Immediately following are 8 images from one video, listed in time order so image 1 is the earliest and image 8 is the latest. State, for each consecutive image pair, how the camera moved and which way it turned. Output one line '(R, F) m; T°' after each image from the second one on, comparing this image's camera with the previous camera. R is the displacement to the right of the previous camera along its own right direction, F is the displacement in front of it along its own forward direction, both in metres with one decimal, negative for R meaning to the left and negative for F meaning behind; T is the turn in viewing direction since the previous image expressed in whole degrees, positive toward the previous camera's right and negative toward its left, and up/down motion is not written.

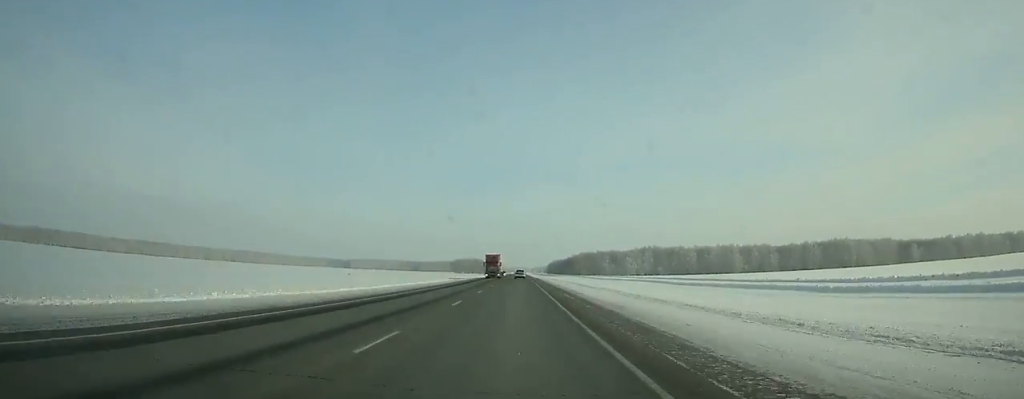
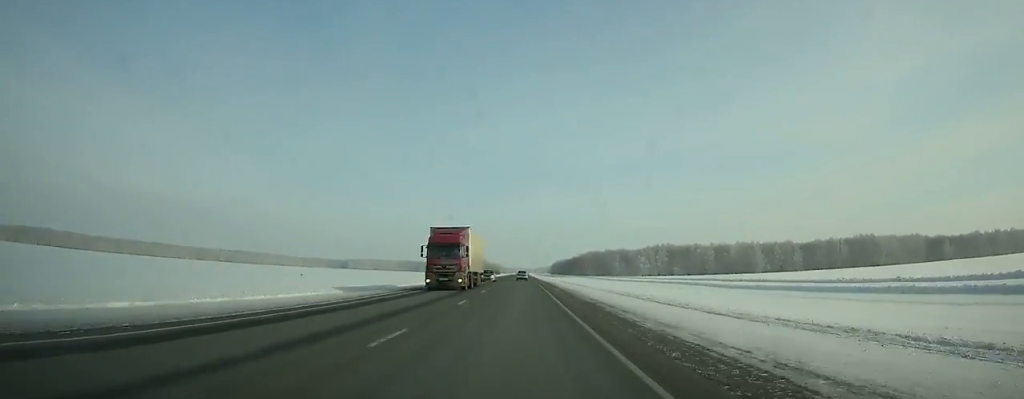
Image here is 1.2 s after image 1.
(0.0, +33.4) m; 0°
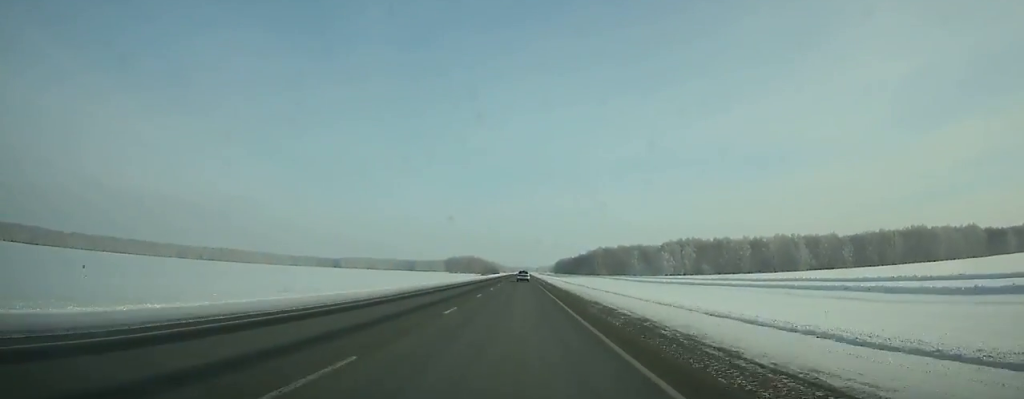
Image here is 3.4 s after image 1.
(-0.1, +62.4) m; 0°
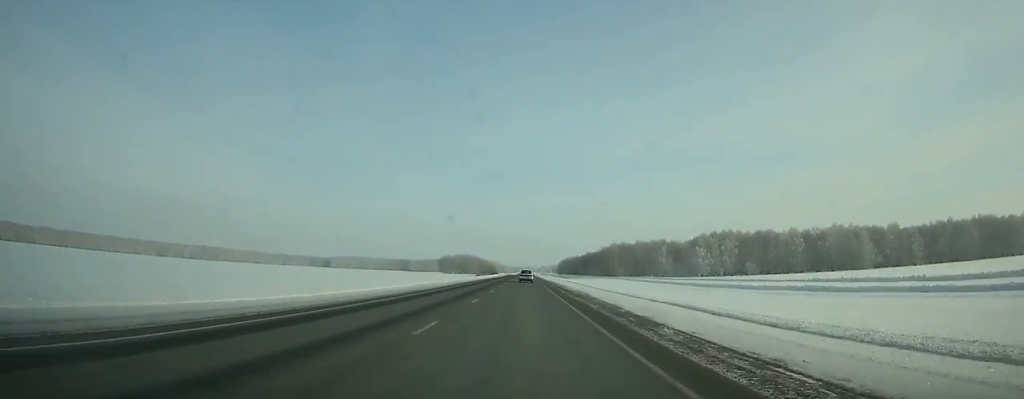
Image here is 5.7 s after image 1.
(+0.1, +66.8) m; 0°
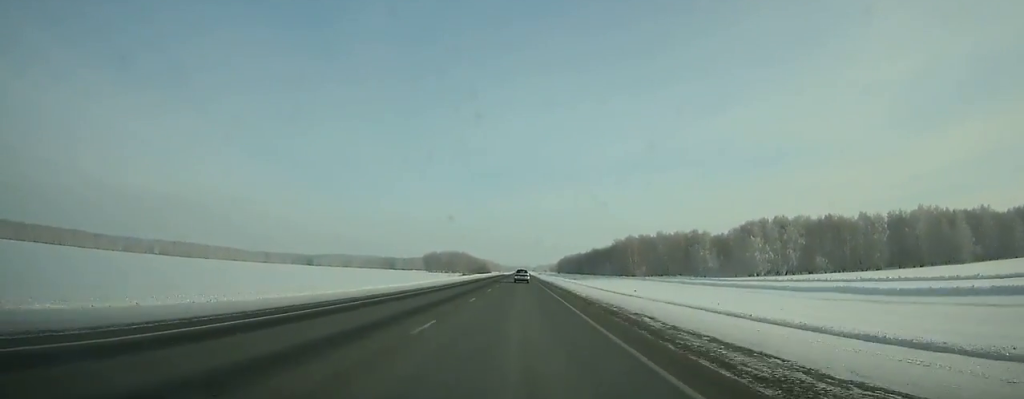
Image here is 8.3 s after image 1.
(0.0, +73.3) m; 0°
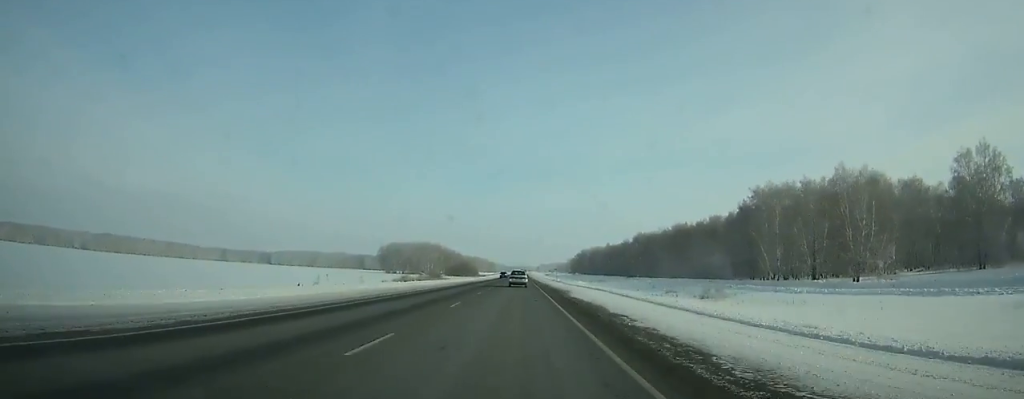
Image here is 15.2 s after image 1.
(-0.4, +187.1) m; 0°
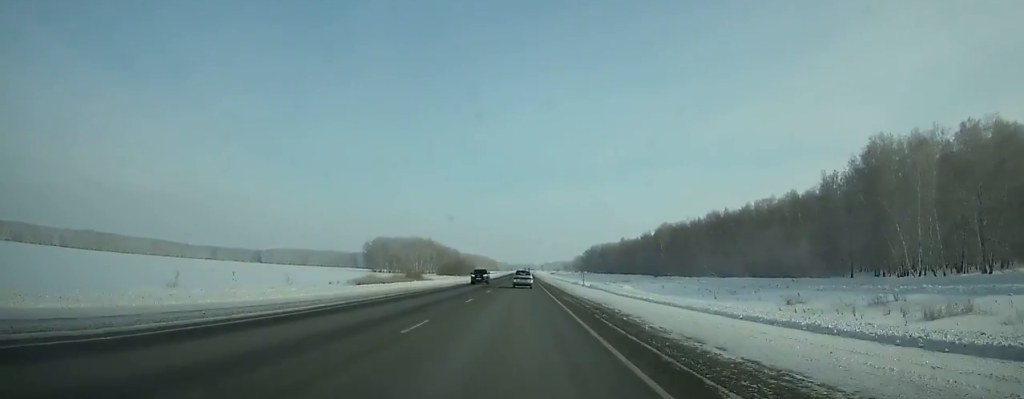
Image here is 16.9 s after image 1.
(0.0, +45.4) m; 0°
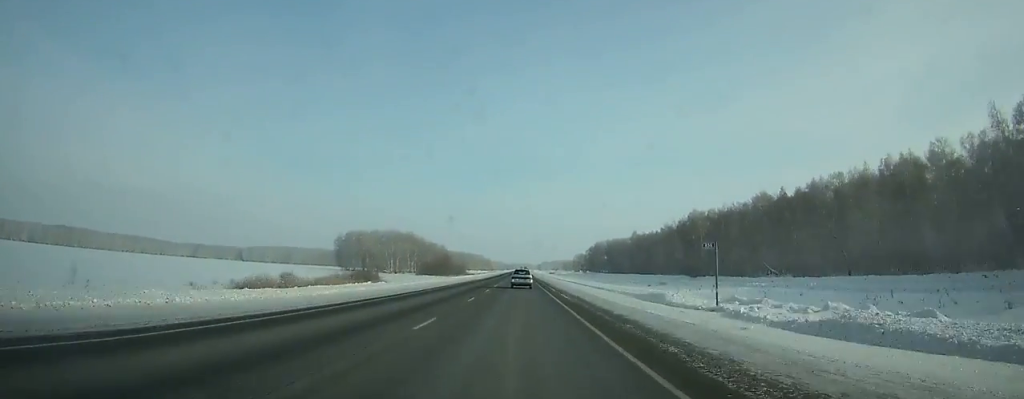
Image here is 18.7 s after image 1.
(0.0, +47.6) m; 0°
